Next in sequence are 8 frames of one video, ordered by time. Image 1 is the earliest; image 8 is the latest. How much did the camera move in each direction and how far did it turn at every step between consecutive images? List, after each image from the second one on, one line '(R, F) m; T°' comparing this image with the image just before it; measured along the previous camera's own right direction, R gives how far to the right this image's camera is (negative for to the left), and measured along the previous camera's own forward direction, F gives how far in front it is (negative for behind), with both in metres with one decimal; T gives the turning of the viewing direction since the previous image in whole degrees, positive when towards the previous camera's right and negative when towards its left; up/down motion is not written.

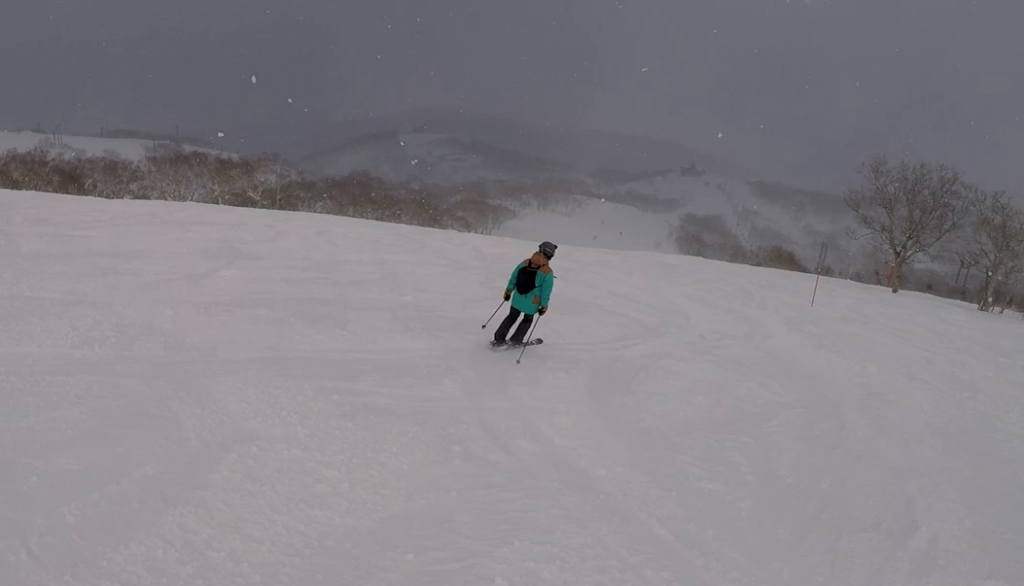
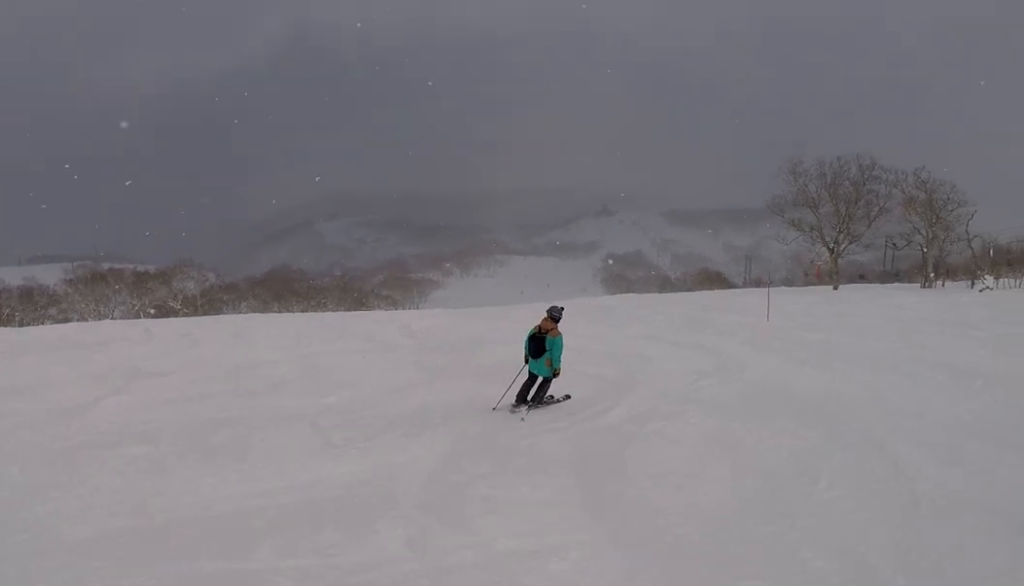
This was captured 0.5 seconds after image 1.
(+0.4, +2.4) m; +12°
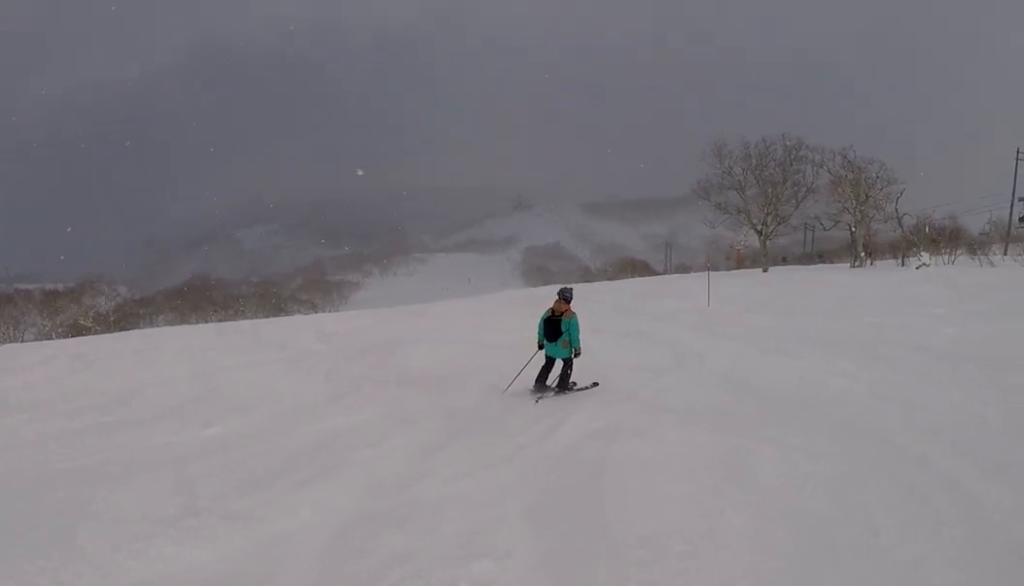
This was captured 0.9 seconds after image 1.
(+0.2, +2.3) m; +12°
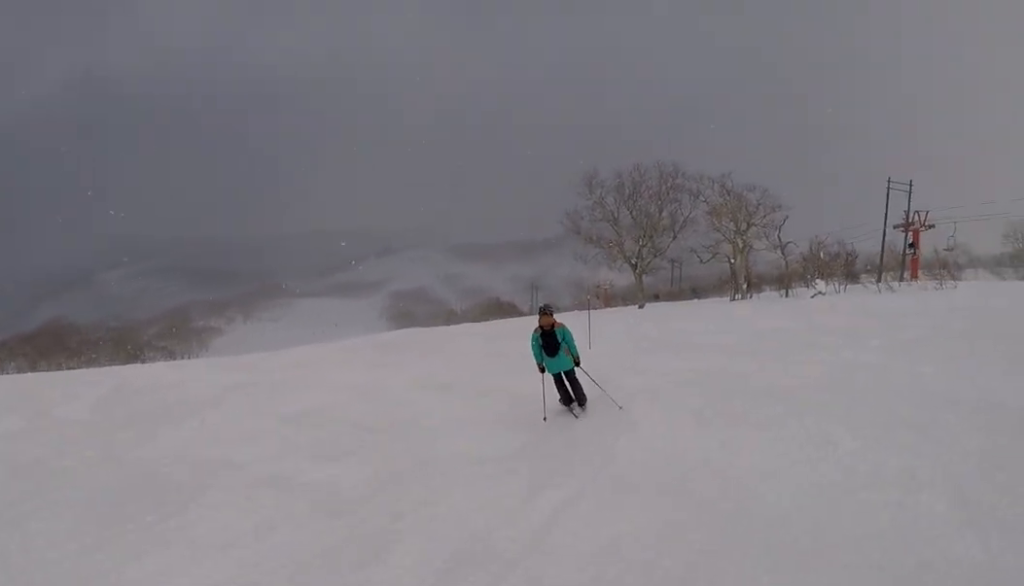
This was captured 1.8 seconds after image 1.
(+1.1, +5.1) m; +6°
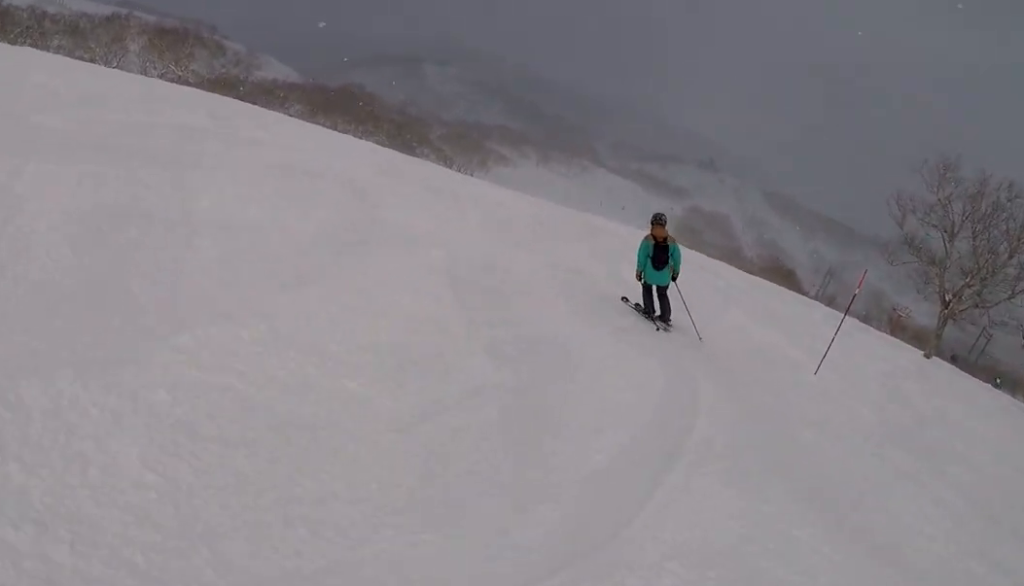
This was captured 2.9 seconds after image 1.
(-0.6, +6.8) m; -20°
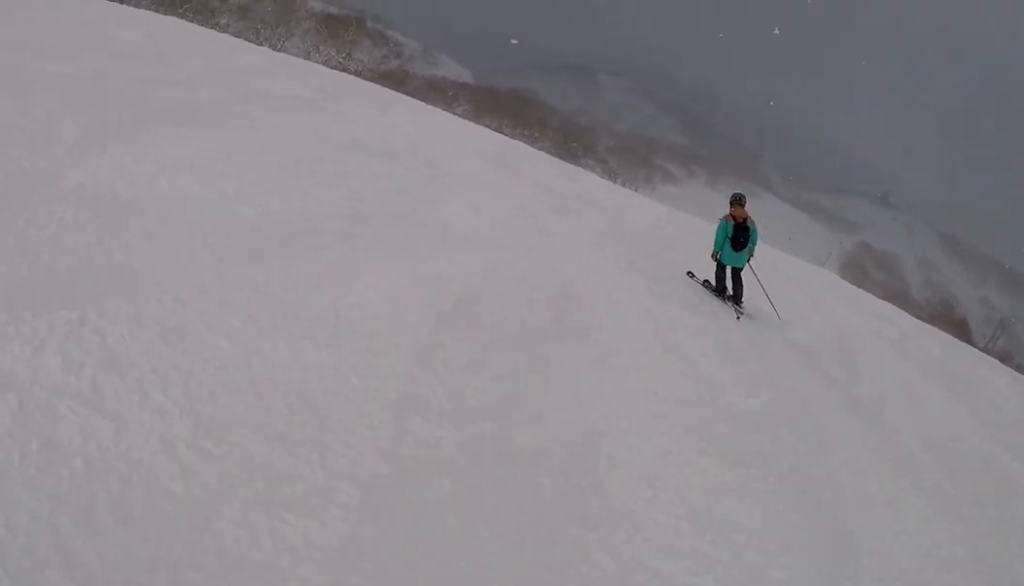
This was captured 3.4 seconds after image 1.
(-0.4, +3.0) m; -15°
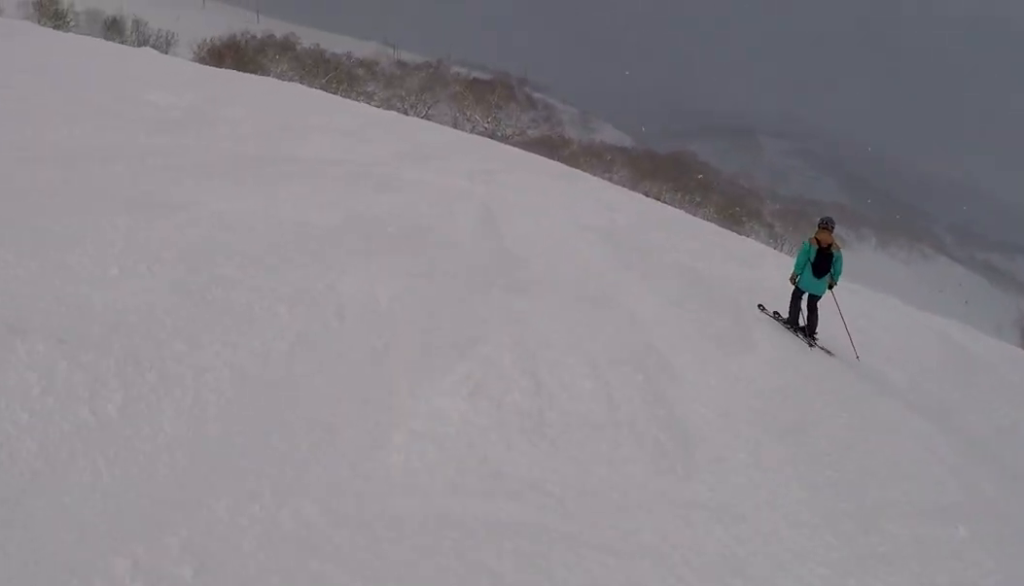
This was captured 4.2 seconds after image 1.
(-0.6, +4.8) m; -24°
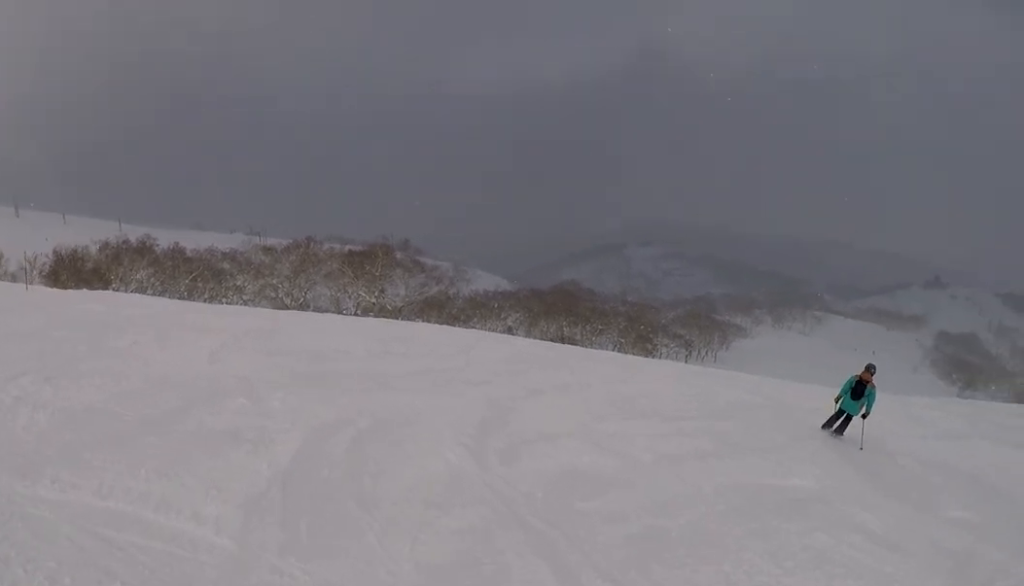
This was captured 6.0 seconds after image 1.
(-1.4, +10.5) m; +9°
